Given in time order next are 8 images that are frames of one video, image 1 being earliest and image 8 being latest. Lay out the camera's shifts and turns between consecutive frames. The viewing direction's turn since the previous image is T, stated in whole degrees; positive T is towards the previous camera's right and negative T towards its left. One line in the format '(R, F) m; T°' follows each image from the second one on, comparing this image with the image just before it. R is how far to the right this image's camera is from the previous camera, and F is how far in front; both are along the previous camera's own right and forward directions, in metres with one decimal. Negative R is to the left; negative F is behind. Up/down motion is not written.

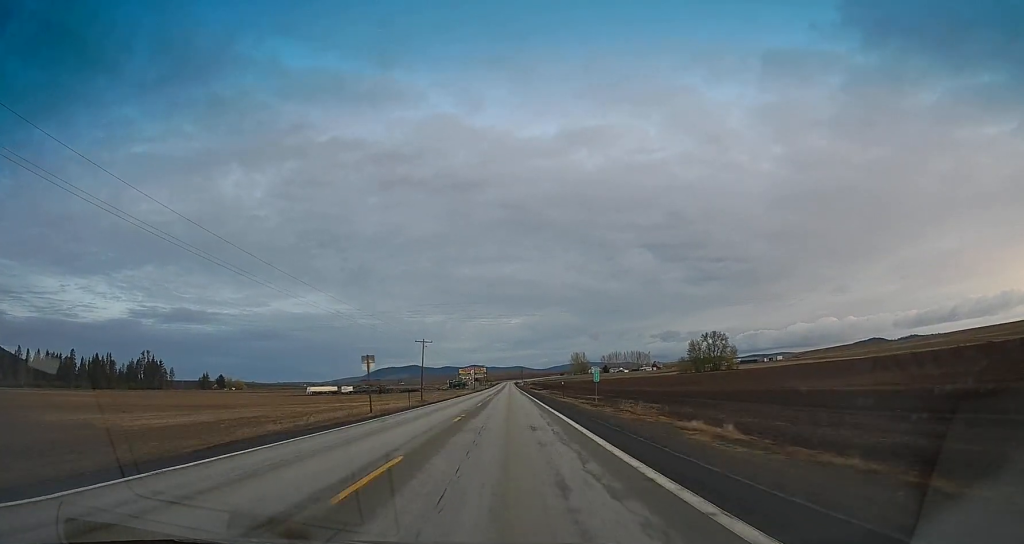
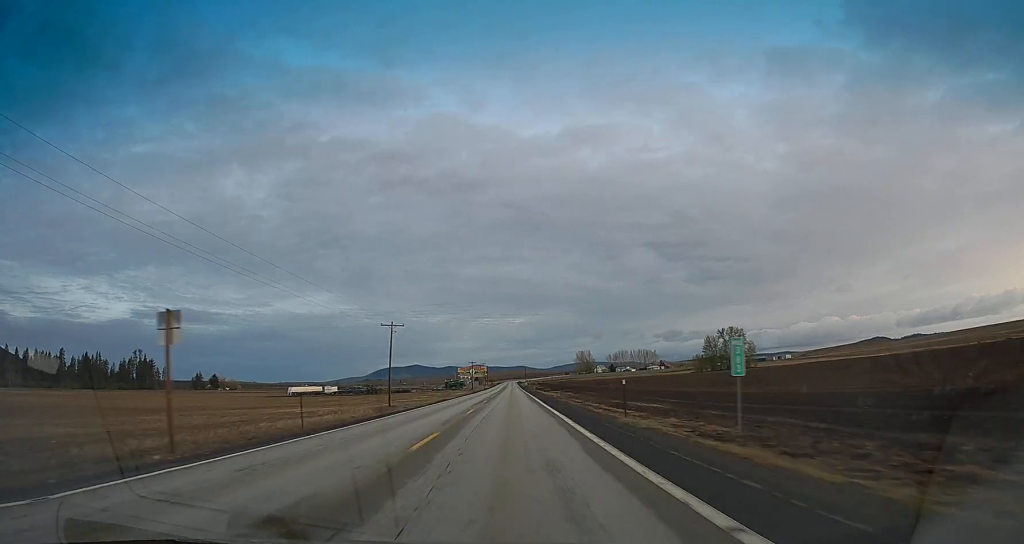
(+0.3, +25.3) m; 0°
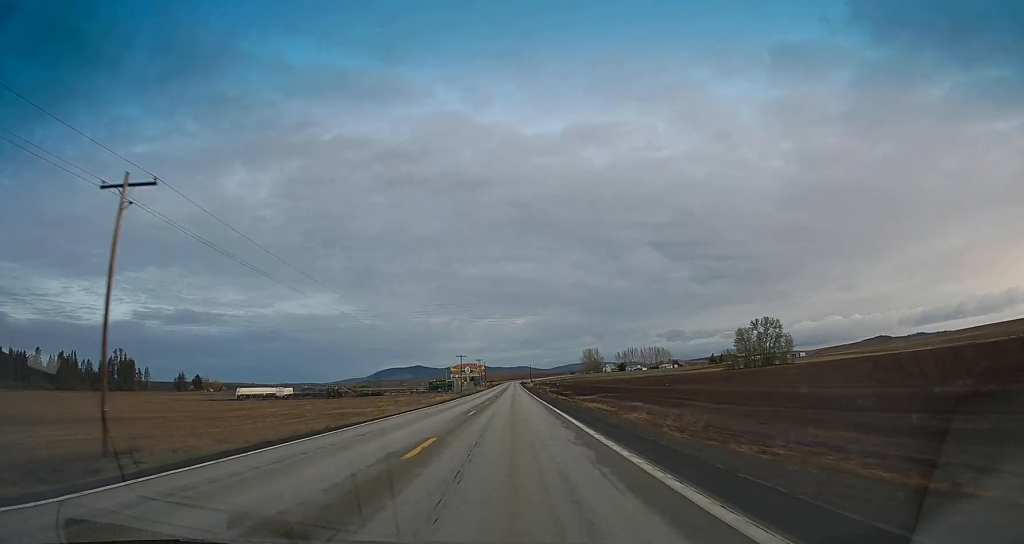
(-0.3, +47.5) m; 0°
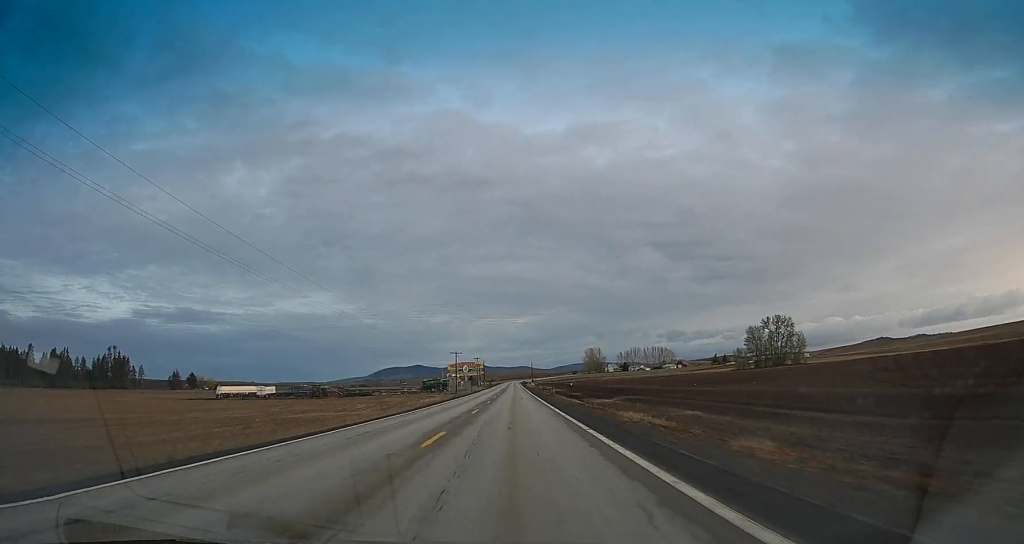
(+0.1, +13.4) m; 0°
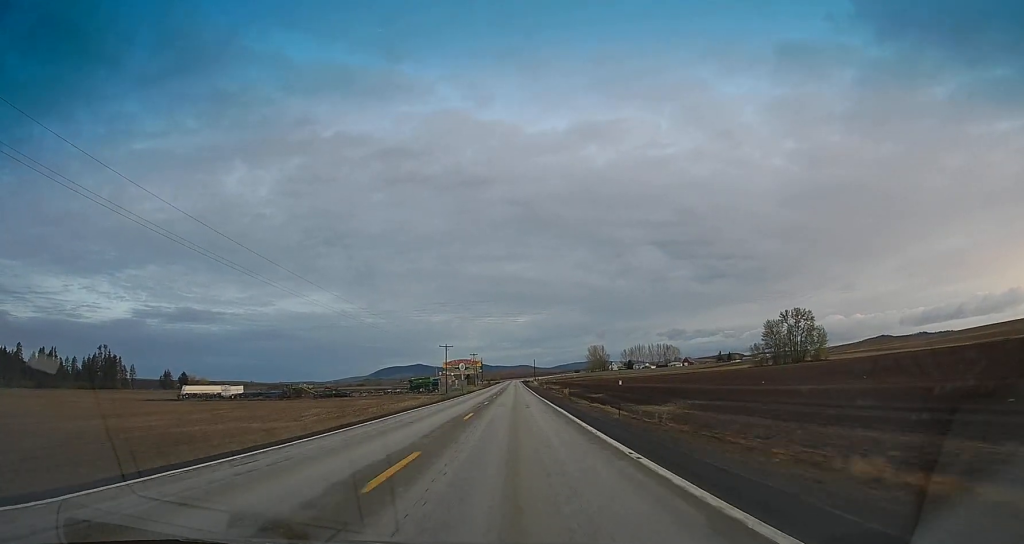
(+0.1, +20.5) m; 0°
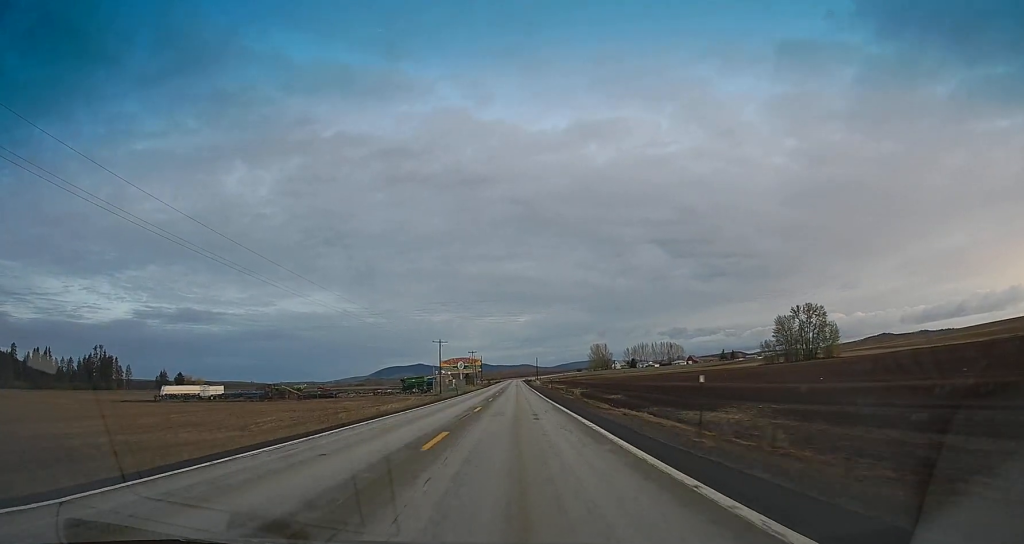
(-0.1, +10.7) m; 0°
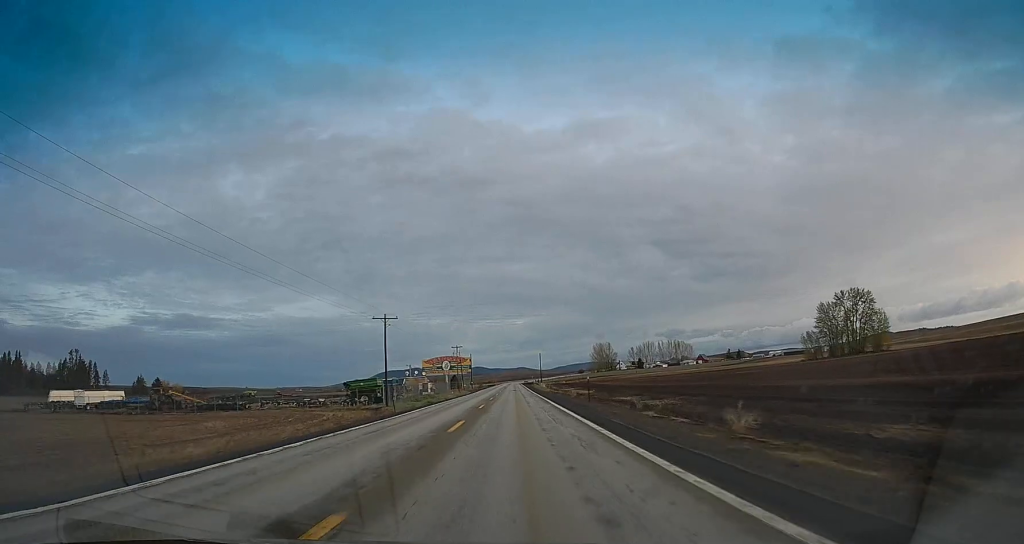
(+0.1, +41.1) m; -1°
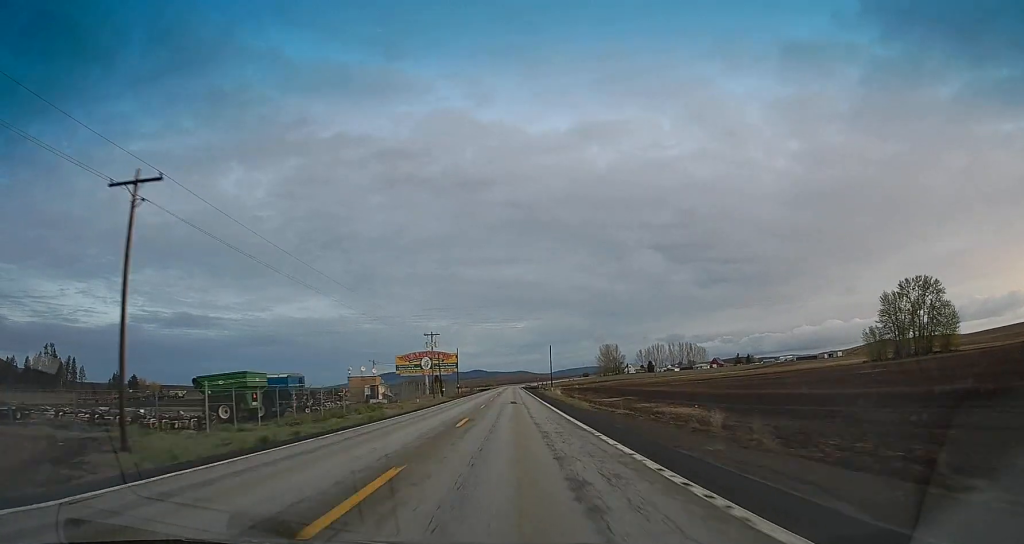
(-0.4, +42.1) m; 0°
